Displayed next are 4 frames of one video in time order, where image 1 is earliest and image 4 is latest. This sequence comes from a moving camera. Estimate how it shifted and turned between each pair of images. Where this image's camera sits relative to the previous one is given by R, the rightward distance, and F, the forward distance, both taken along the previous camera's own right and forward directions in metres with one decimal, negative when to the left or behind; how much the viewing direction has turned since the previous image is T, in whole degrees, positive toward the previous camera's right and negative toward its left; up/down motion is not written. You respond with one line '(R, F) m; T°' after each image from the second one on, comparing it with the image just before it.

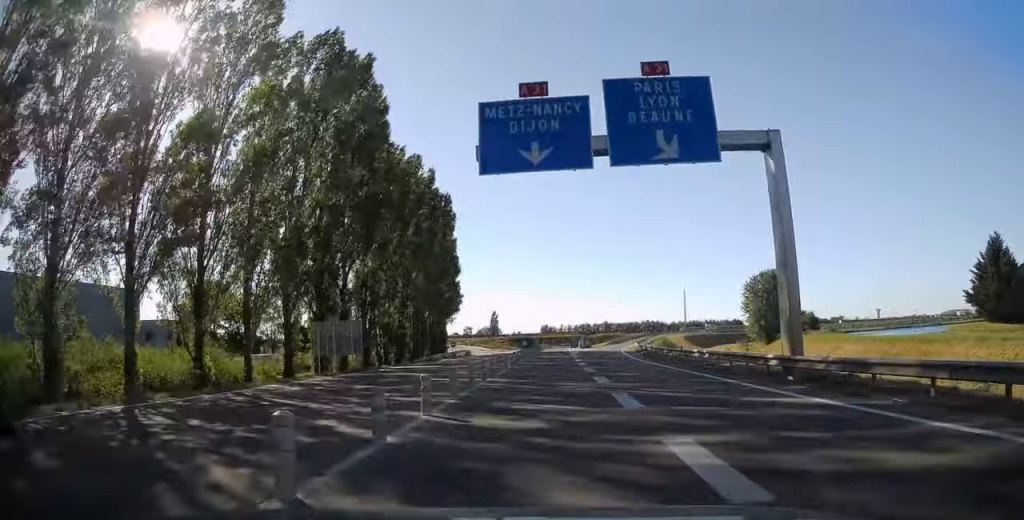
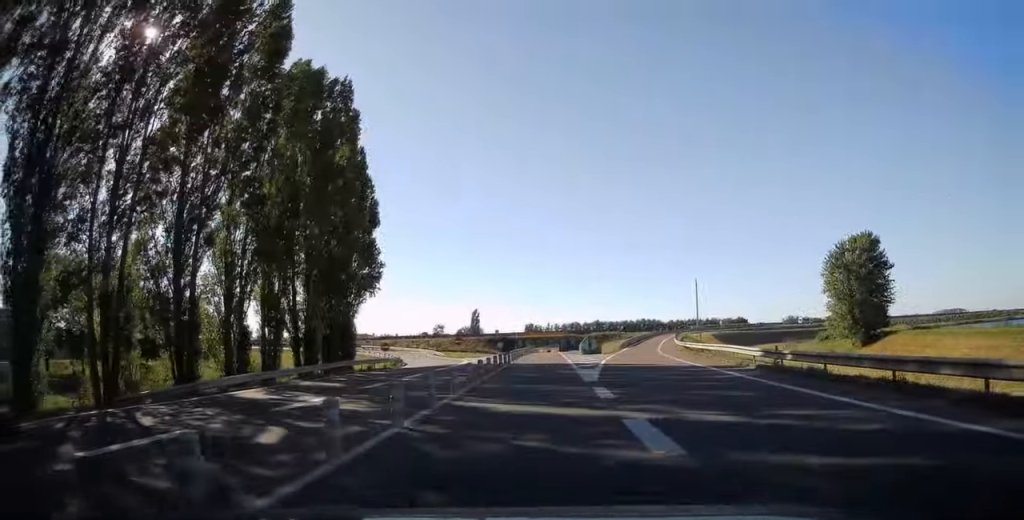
(+0.6, +37.4) m; 0°
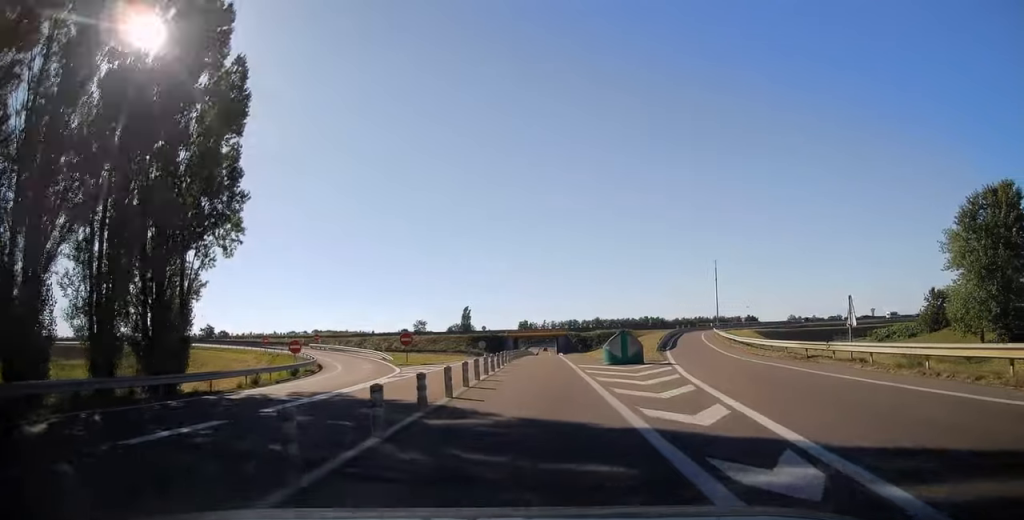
(+0.3, +25.7) m; +3°
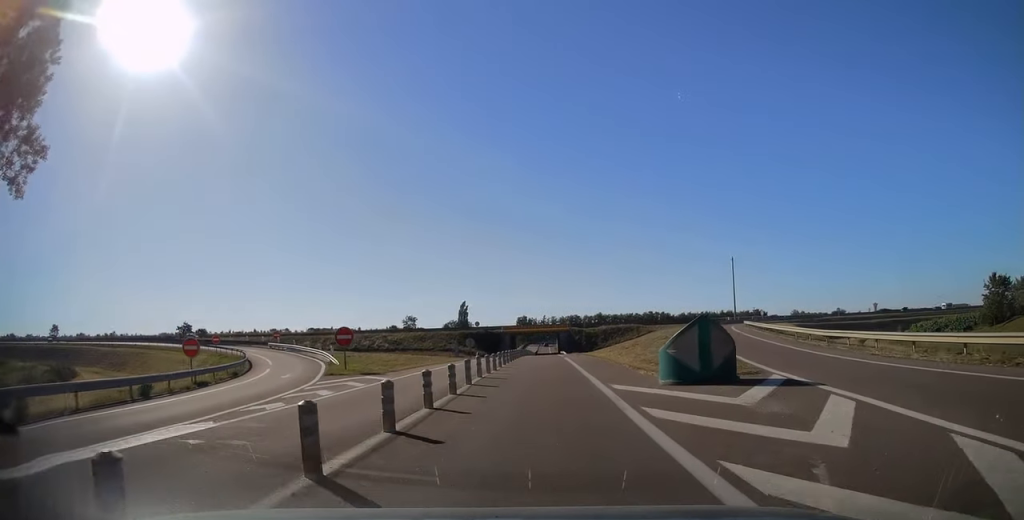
(+0.1, +14.9) m; 0°
